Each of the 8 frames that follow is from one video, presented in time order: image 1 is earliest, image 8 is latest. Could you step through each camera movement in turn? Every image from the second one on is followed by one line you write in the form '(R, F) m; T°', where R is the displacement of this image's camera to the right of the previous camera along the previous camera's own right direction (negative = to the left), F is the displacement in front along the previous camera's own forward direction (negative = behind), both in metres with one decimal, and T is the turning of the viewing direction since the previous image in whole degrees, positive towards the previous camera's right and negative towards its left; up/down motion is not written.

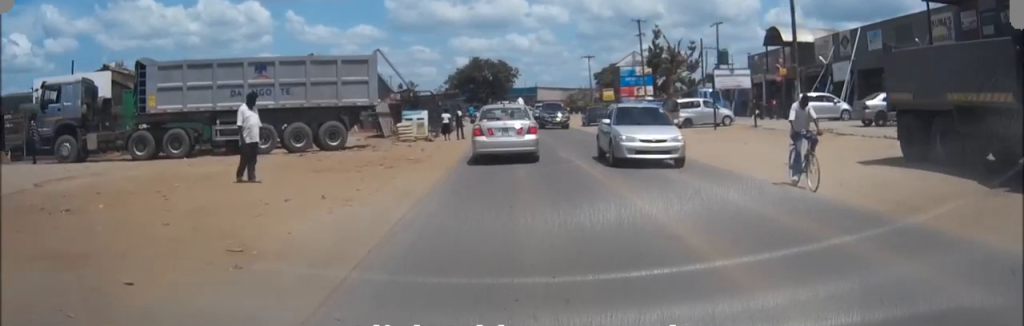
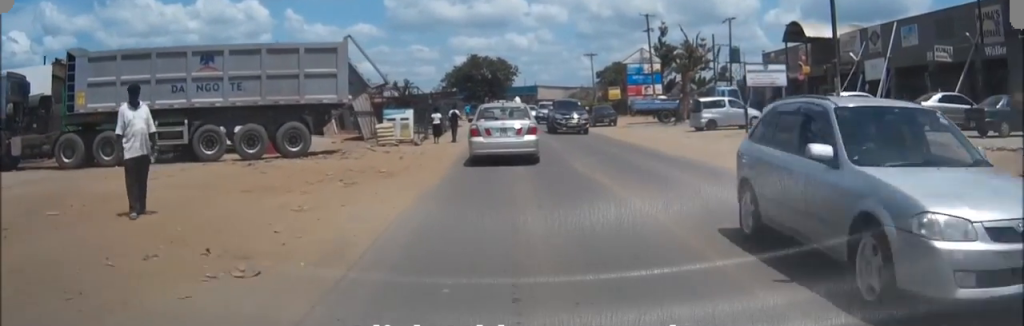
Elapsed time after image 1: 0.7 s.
(-0.1, +5.0) m; 0°
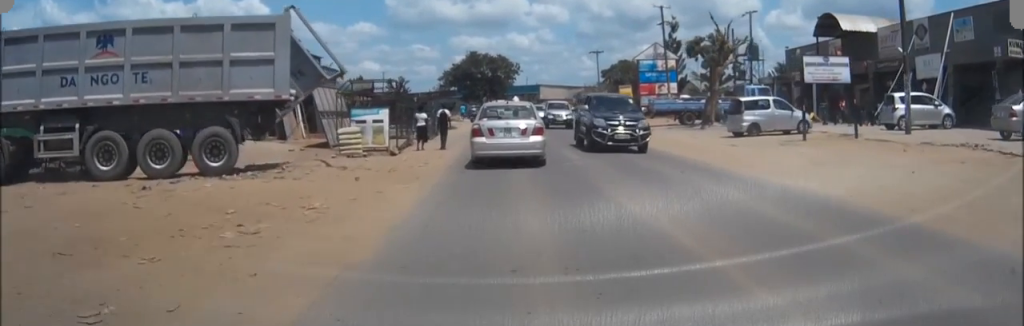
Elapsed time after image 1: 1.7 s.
(+0.1, +6.3) m; +1°
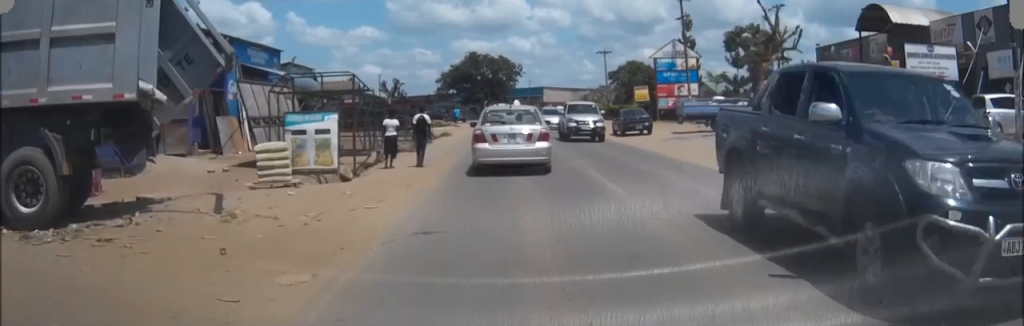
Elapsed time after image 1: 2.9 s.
(0.0, +7.0) m; 0°
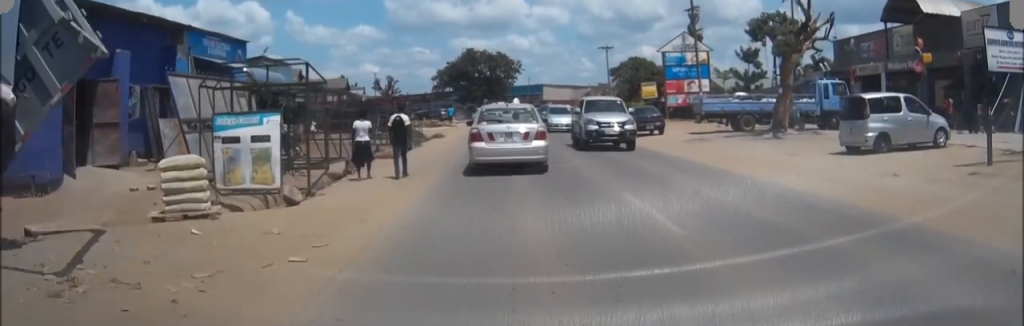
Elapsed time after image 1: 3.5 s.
(0.0, +3.9) m; 0°
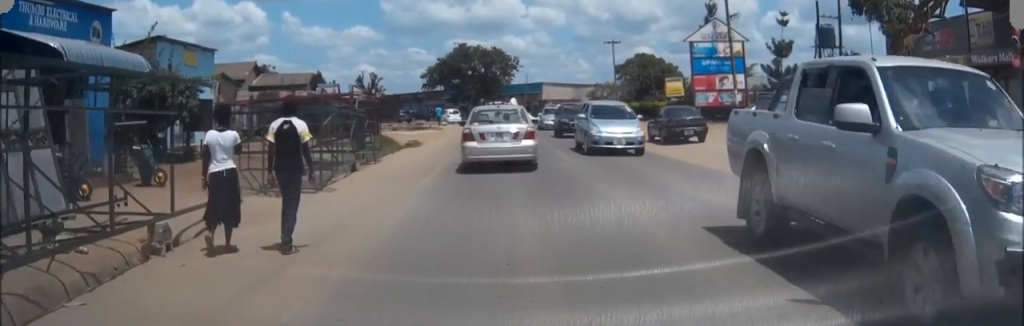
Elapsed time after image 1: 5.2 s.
(-0.2, +9.5) m; -2°
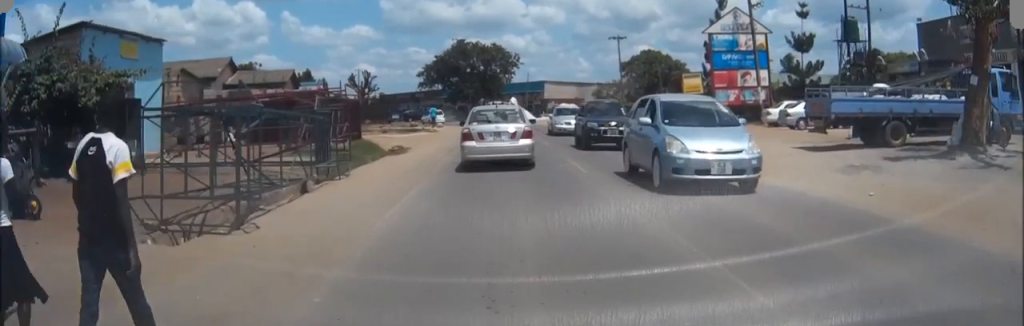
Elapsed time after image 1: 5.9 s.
(-0.1, +4.5) m; 0°
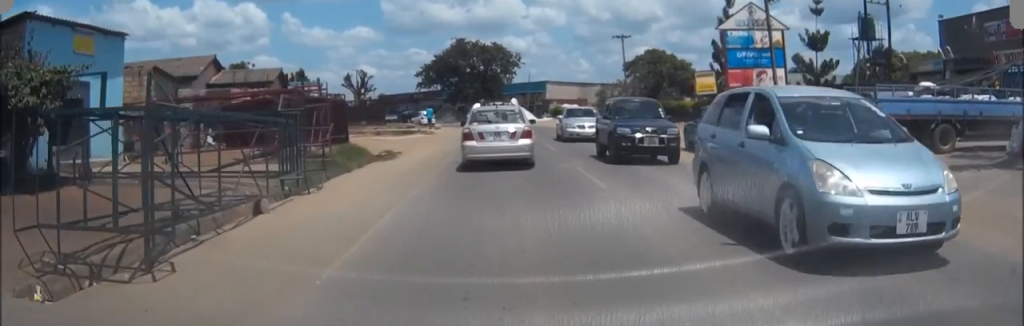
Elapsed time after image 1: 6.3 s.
(+0.1, +2.7) m; 0°
